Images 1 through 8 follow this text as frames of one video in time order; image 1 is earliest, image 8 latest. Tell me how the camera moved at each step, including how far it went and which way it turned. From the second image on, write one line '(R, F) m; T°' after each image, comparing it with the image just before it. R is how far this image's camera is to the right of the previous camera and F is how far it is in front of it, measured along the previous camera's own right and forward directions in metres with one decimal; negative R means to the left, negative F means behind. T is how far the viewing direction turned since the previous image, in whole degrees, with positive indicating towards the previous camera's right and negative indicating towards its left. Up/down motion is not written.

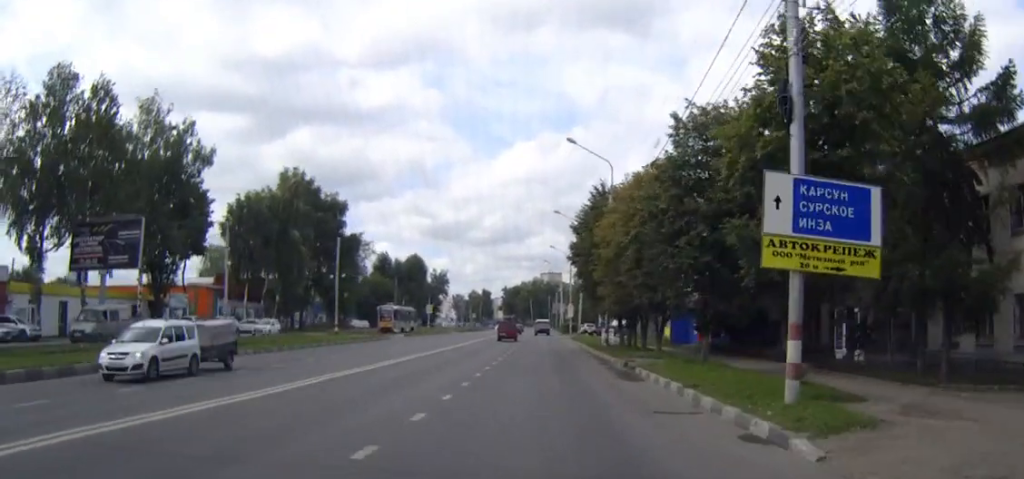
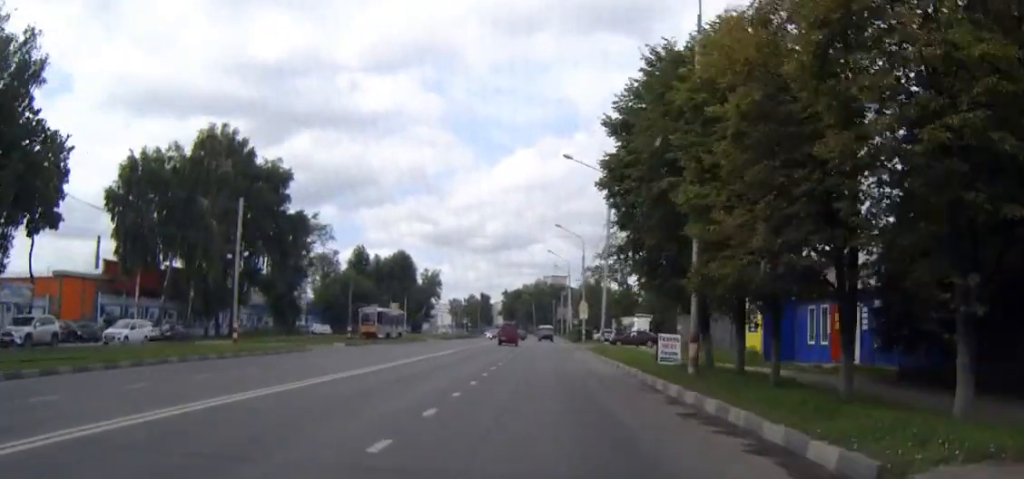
(0.0, +27.4) m; 0°
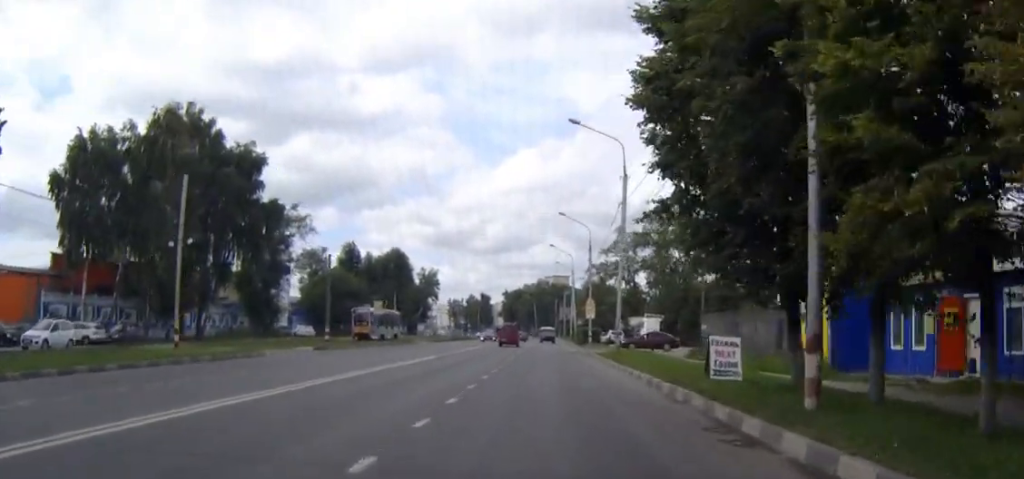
(0.0, +9.3) m; 0°
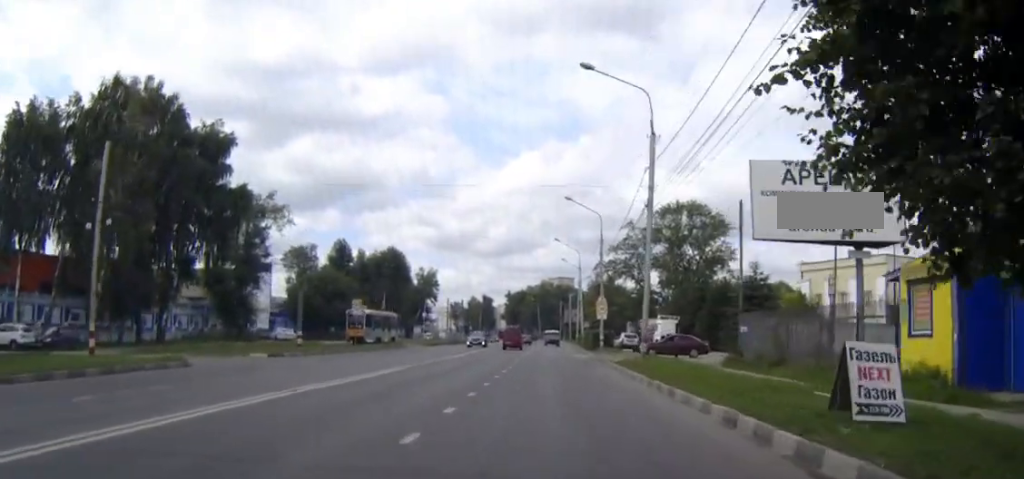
(0.0, +9.7) m; 0°
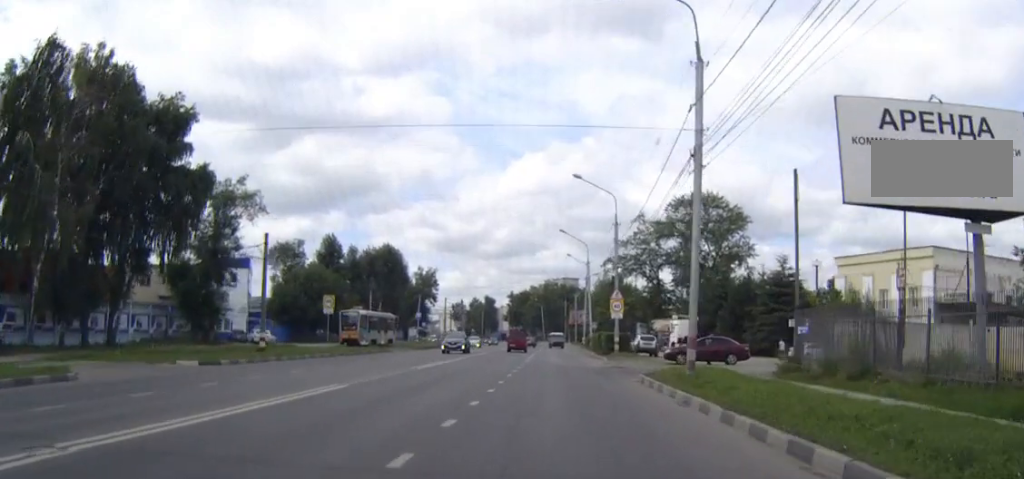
(+0.1, +9.6) m; 0°
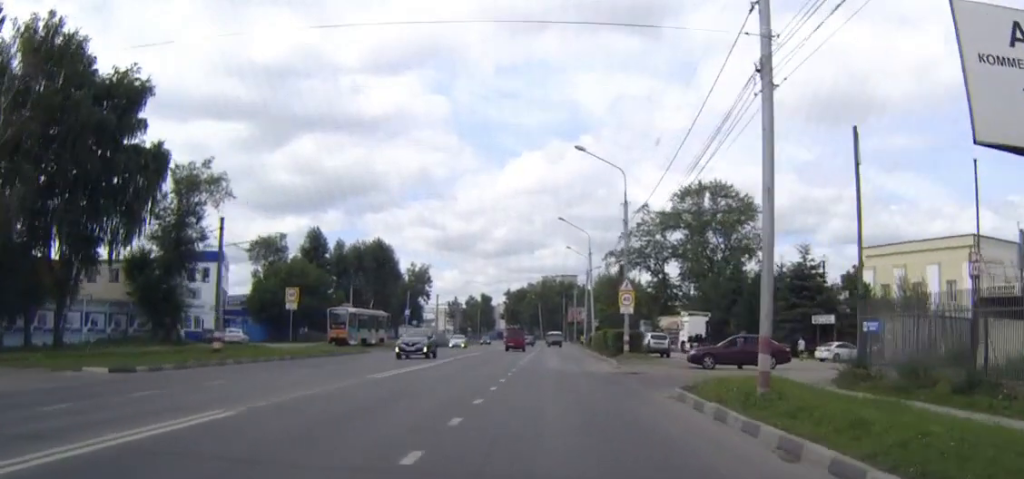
(0.0, +7.7) m; 0°
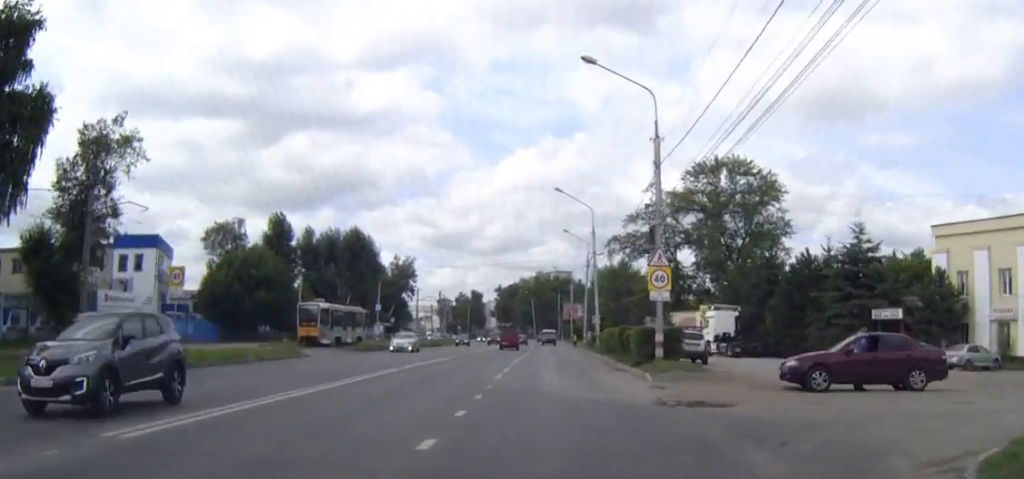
(0.0, +14.8) m; 0°
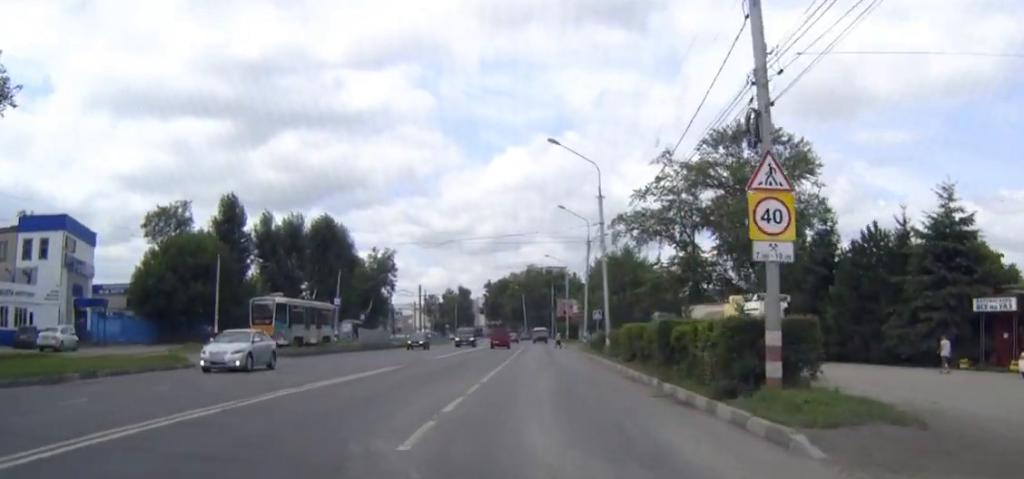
(-0.1, +15.5) m; 0°
